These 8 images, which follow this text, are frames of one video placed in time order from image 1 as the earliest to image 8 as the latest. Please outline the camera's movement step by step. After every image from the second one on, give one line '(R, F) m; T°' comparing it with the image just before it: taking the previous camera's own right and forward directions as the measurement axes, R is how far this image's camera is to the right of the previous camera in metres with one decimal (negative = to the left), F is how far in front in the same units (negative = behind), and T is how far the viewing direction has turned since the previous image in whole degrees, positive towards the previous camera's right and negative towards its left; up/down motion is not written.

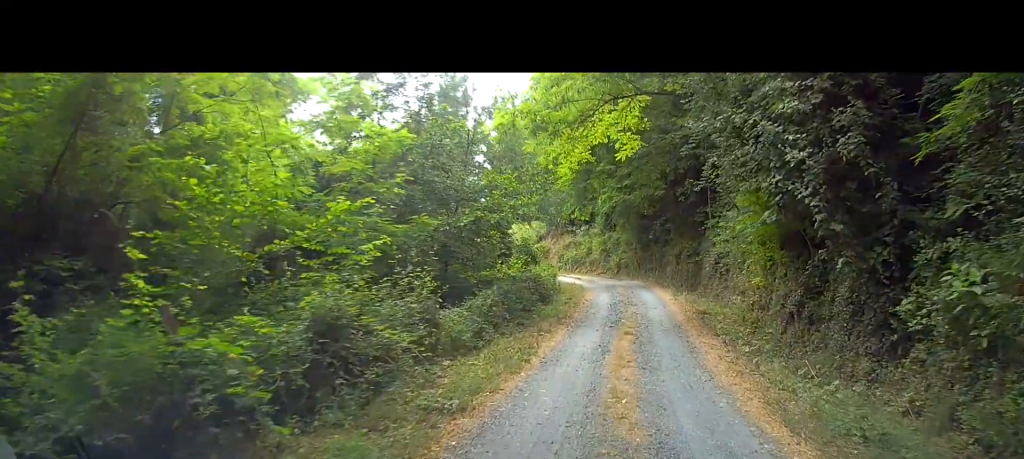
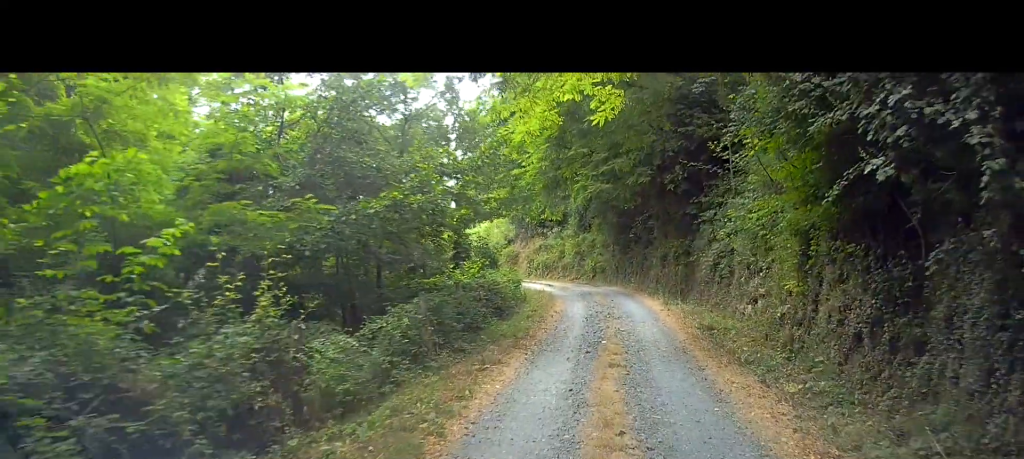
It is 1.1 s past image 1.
(-0.1, +4.0) m; 0°
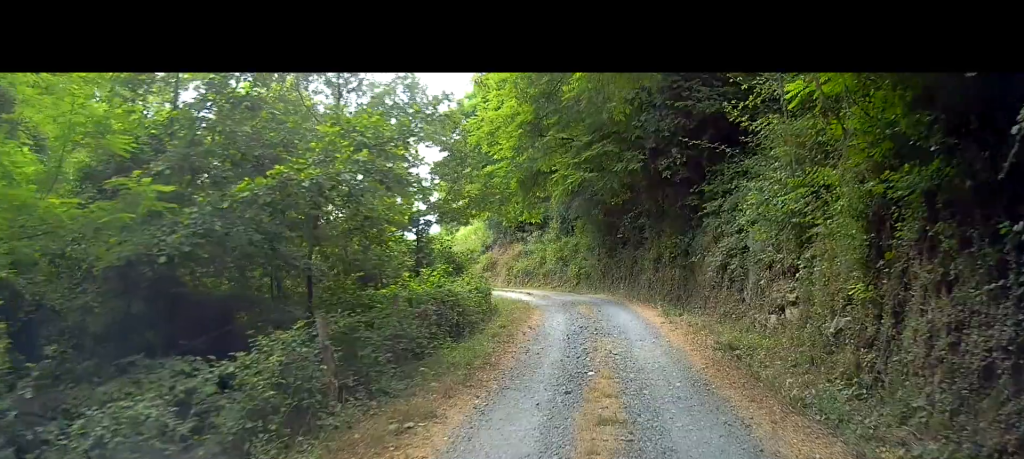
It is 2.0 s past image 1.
(+0.1, +3.1) m; +3°
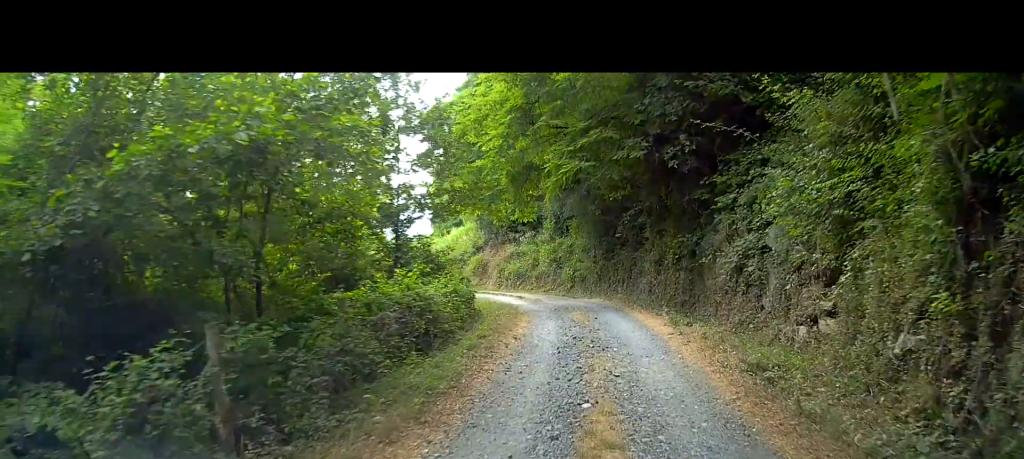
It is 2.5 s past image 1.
(+0.1, +1.8) m; +2°
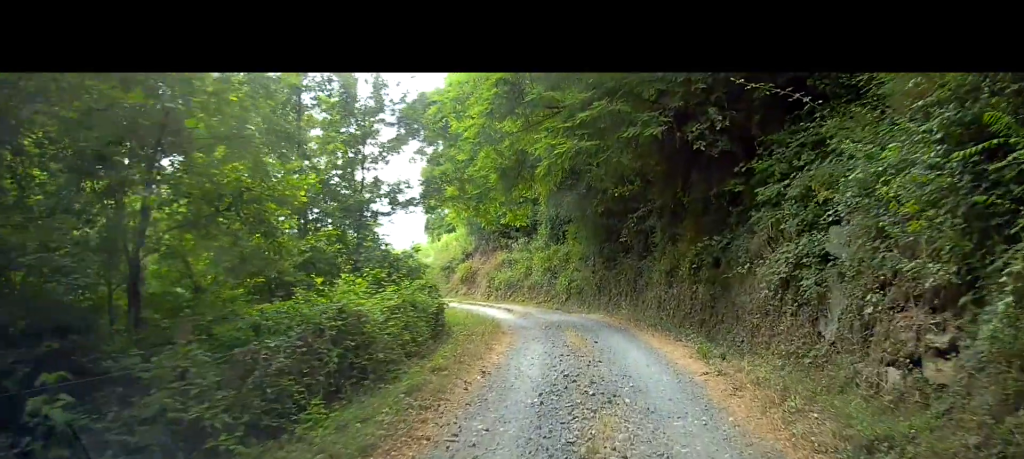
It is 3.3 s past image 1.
(0.0, +2.9) m; -5°
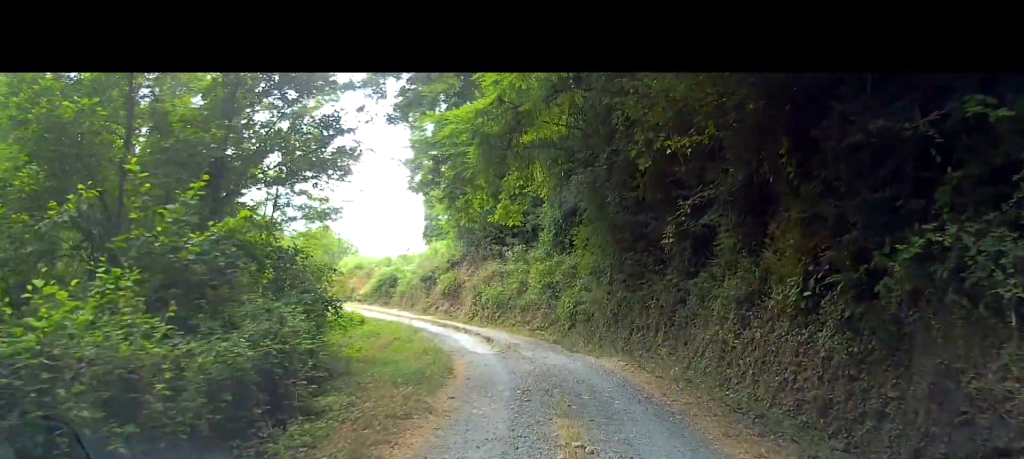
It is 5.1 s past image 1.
(-0.6, +6.8) m; -6°
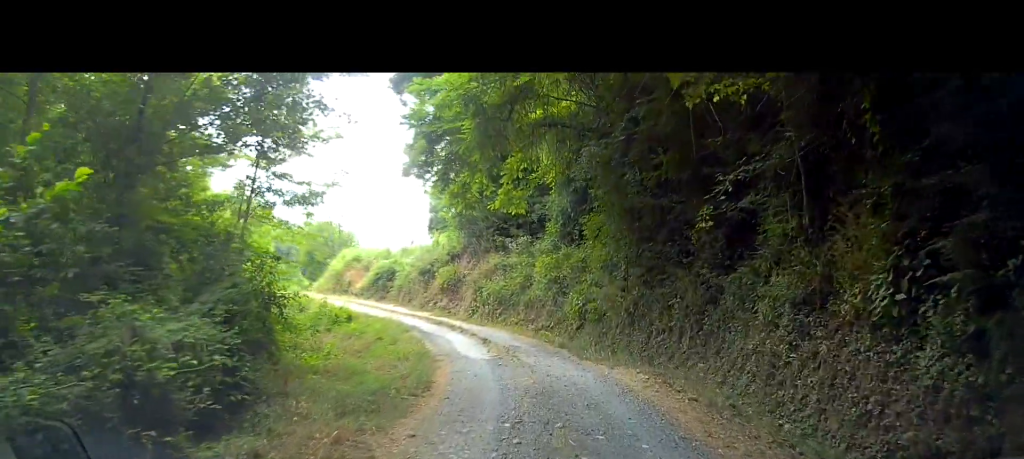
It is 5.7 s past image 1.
(0.0, +2.3) m; -1°
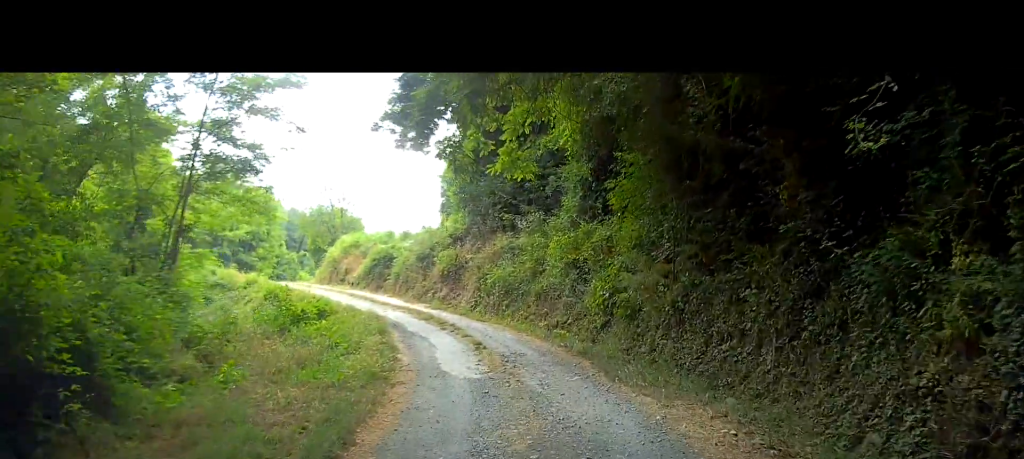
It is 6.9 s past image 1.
(-0.1, +4.3) m; -3°
